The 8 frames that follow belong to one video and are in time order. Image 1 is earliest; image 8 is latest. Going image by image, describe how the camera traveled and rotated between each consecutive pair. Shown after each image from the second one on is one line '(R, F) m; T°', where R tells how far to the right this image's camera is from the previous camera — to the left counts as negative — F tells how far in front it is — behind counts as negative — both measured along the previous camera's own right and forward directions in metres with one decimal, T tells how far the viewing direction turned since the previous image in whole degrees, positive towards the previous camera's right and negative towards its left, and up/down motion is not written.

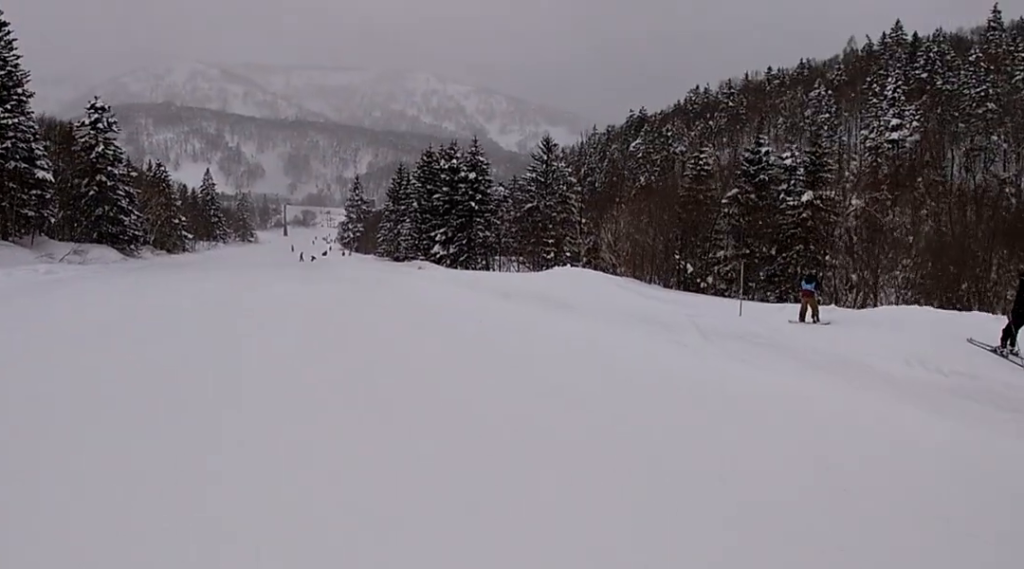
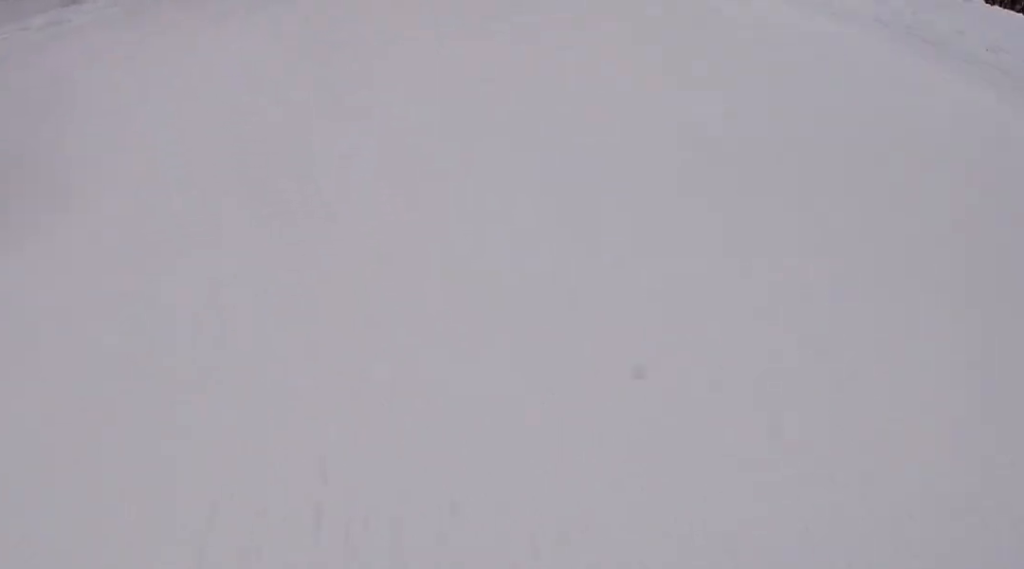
(-3.1, +15.6) m; -11°
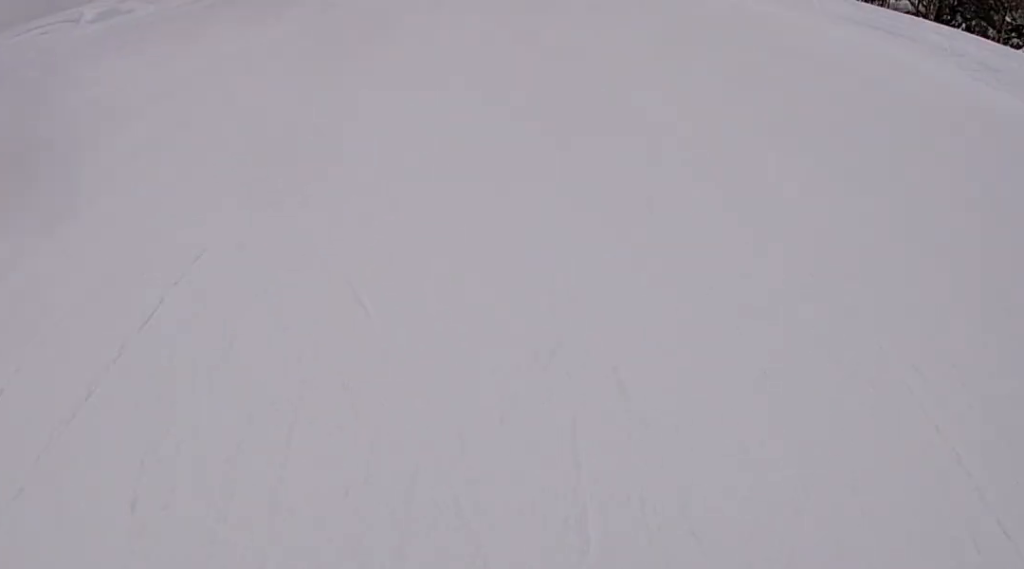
(0.0, +5.7) m; 0°
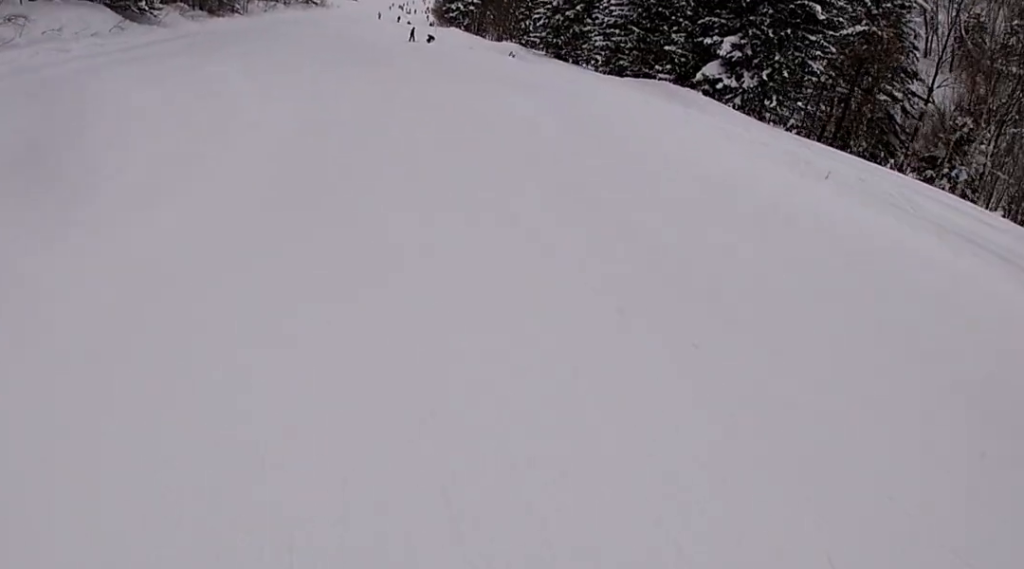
(+0.7, +9.1) m; +14°
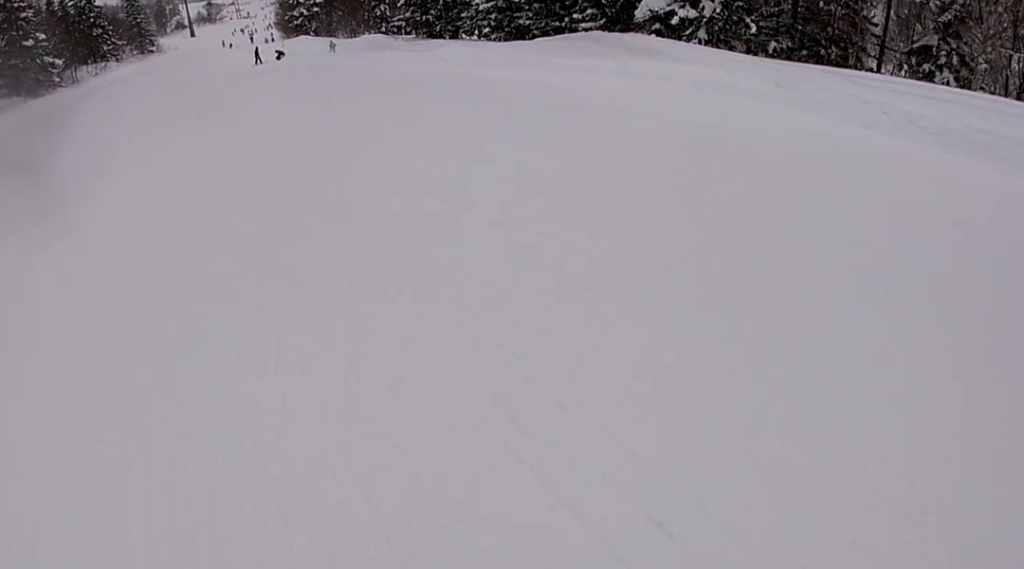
(+1.5, +10.3) m; +2°
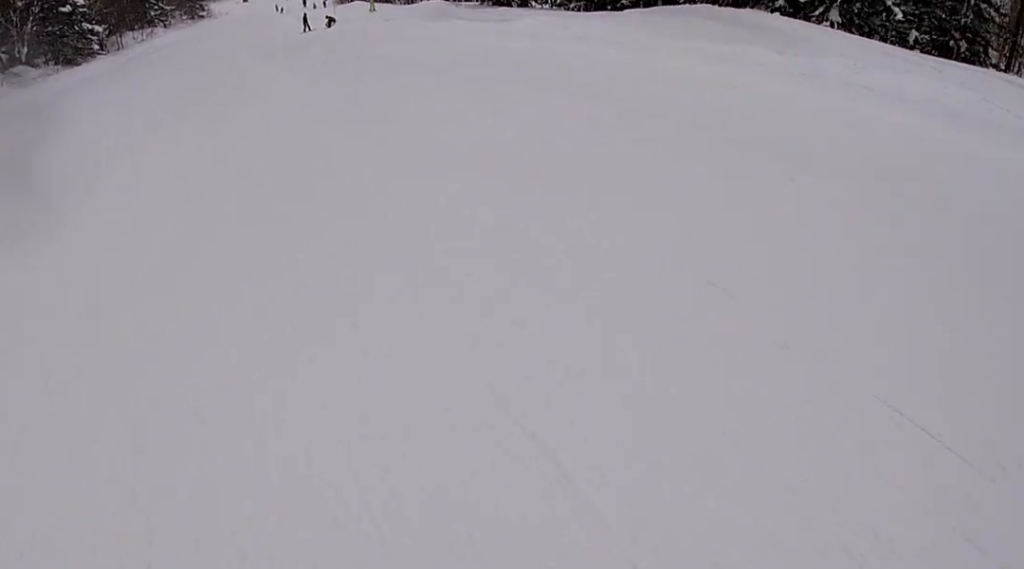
(-0.1, +4.2) m; -3°
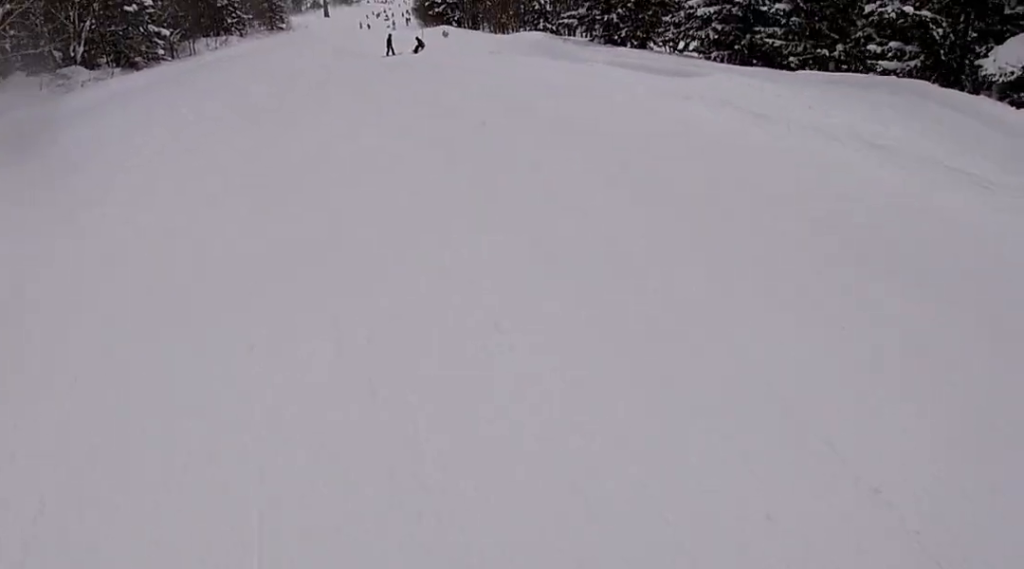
(-0.8, +6.8) m; 0°
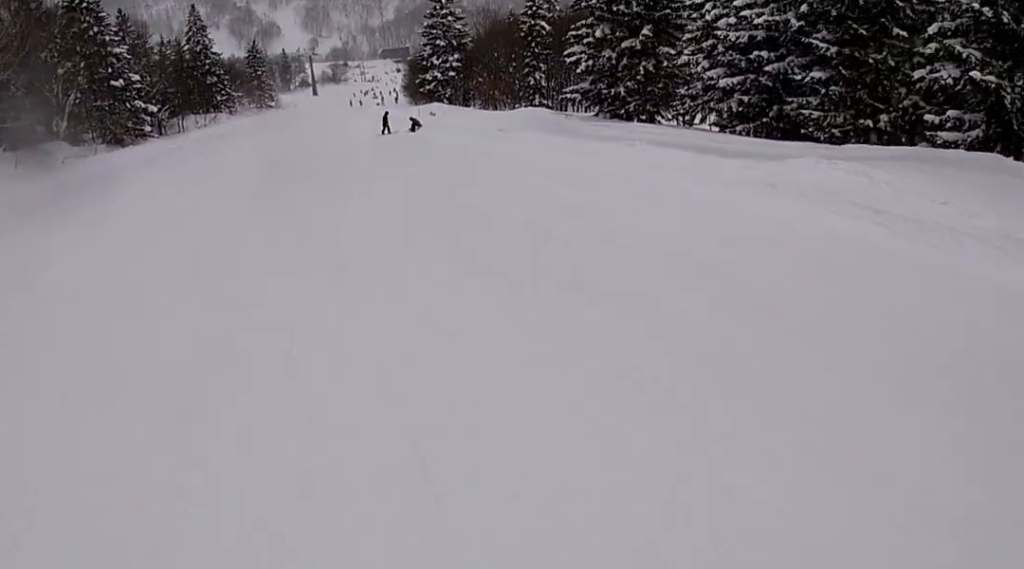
(+0.5, +3.2) m; -1°
